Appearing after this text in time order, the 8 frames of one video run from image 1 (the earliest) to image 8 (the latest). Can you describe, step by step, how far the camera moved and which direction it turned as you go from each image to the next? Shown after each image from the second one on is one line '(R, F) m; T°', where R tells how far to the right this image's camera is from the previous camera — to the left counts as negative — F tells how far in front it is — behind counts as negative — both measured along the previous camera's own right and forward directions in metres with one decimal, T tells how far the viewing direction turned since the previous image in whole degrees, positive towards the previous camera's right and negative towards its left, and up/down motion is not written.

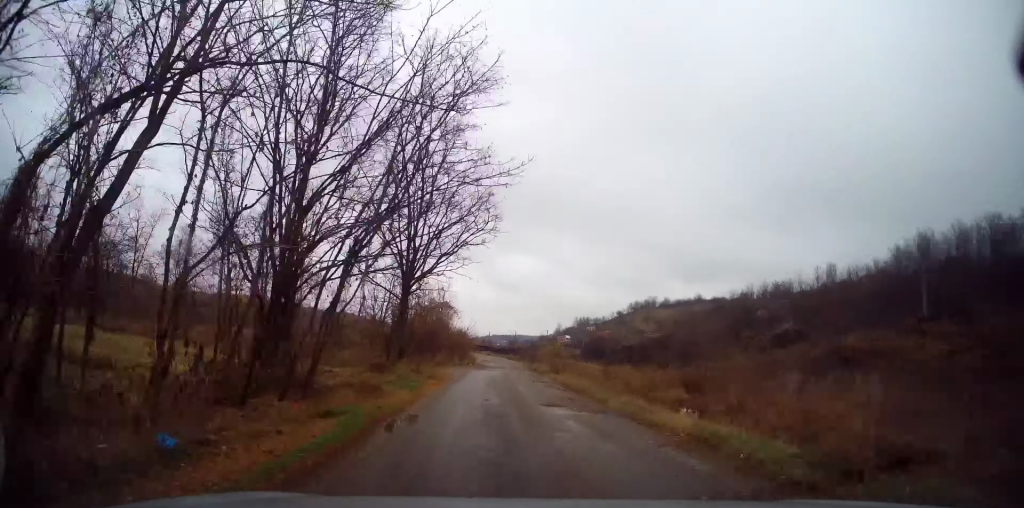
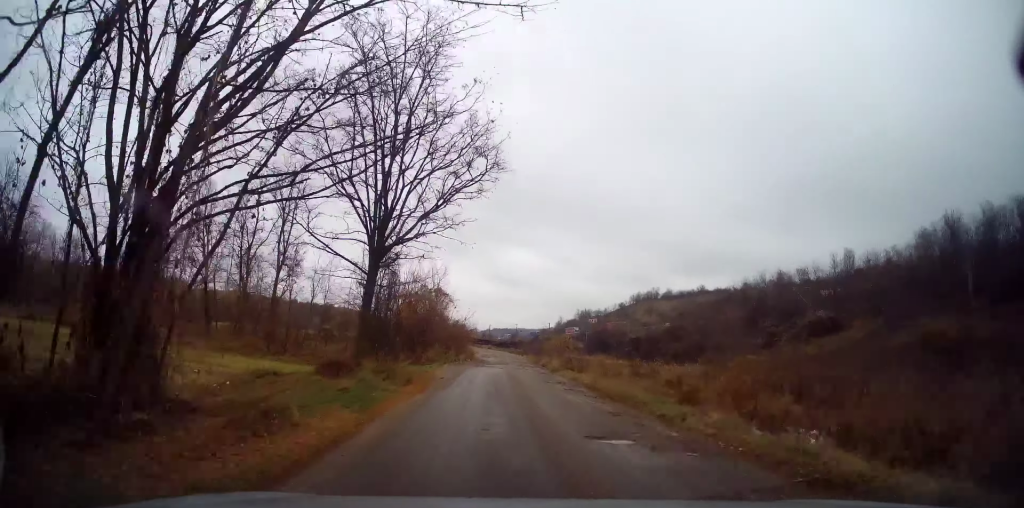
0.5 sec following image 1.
(-0.1, +6.2) m; +1°
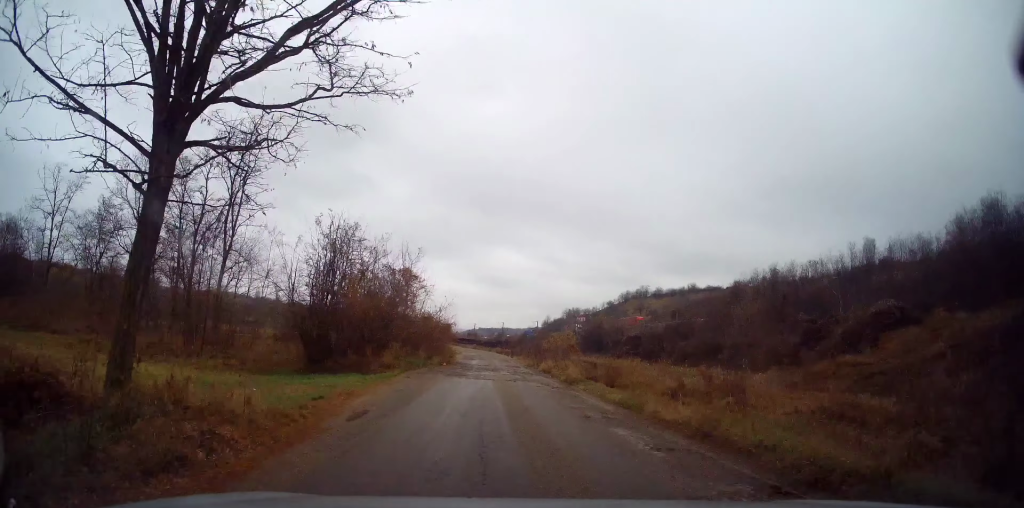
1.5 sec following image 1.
(+0.4, +10.1) m; +1°
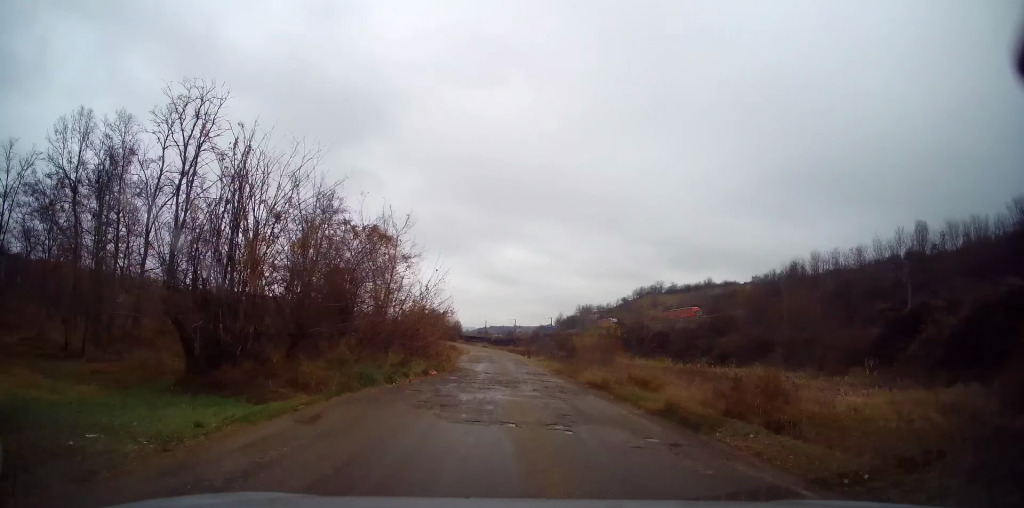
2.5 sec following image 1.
(-0.2, +10.0) m; -1°
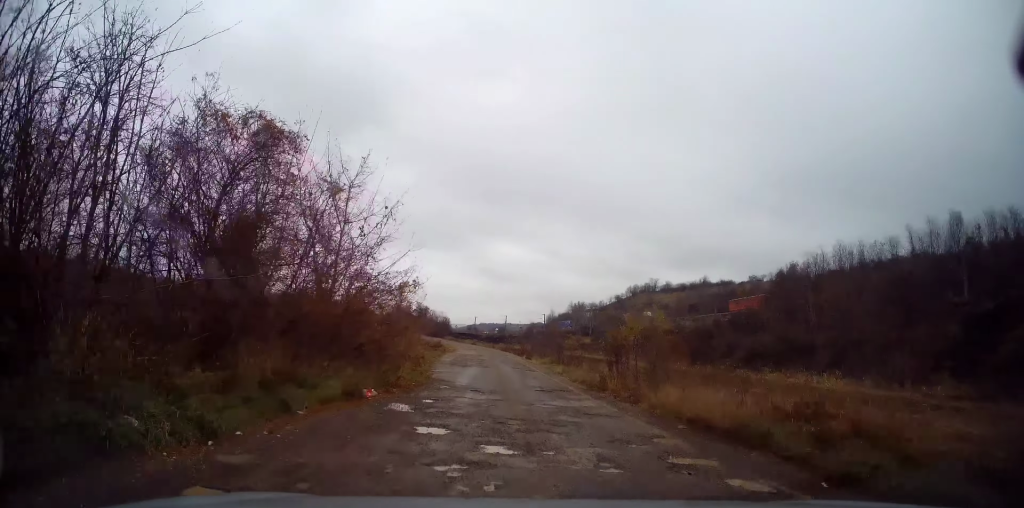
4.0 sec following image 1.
(+0.2, +10.2) m; +1°
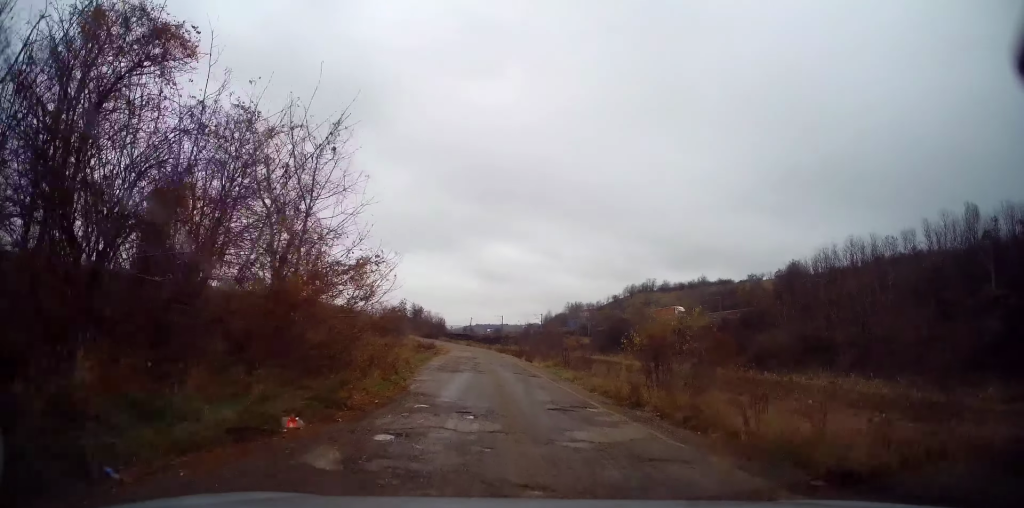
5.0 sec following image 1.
(-0.1, +5.0) m; -1°
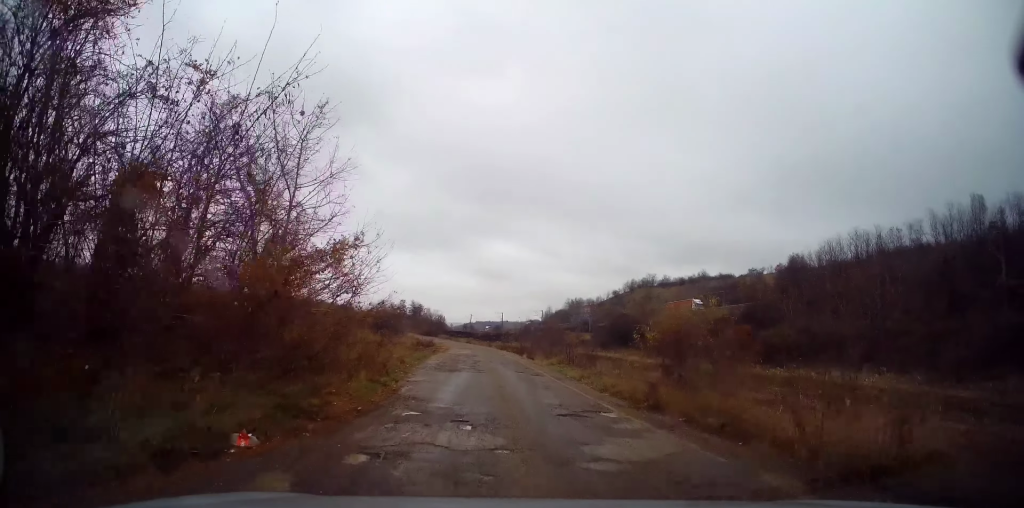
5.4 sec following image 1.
(-0.1, +1.8) m; 0°
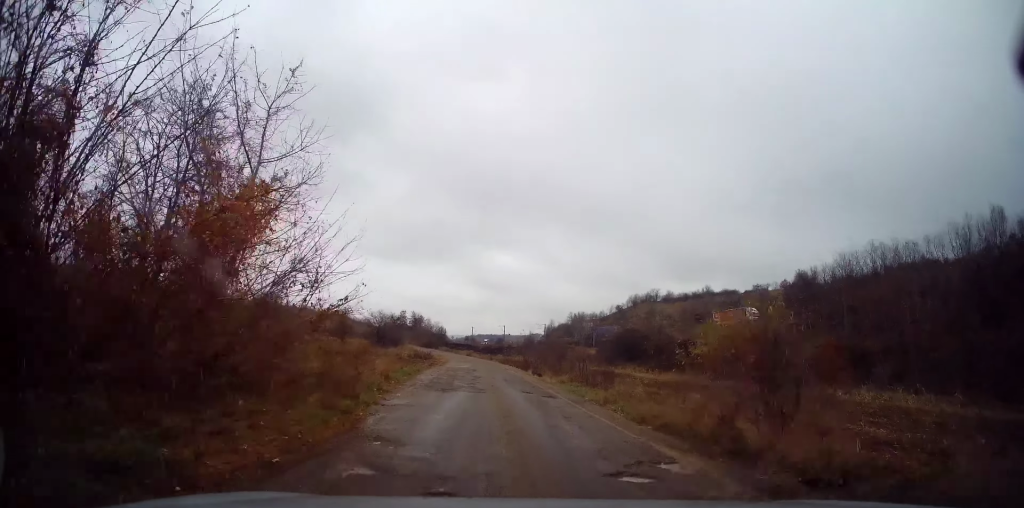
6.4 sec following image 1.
(+0.2, +4.3) m; +3°
